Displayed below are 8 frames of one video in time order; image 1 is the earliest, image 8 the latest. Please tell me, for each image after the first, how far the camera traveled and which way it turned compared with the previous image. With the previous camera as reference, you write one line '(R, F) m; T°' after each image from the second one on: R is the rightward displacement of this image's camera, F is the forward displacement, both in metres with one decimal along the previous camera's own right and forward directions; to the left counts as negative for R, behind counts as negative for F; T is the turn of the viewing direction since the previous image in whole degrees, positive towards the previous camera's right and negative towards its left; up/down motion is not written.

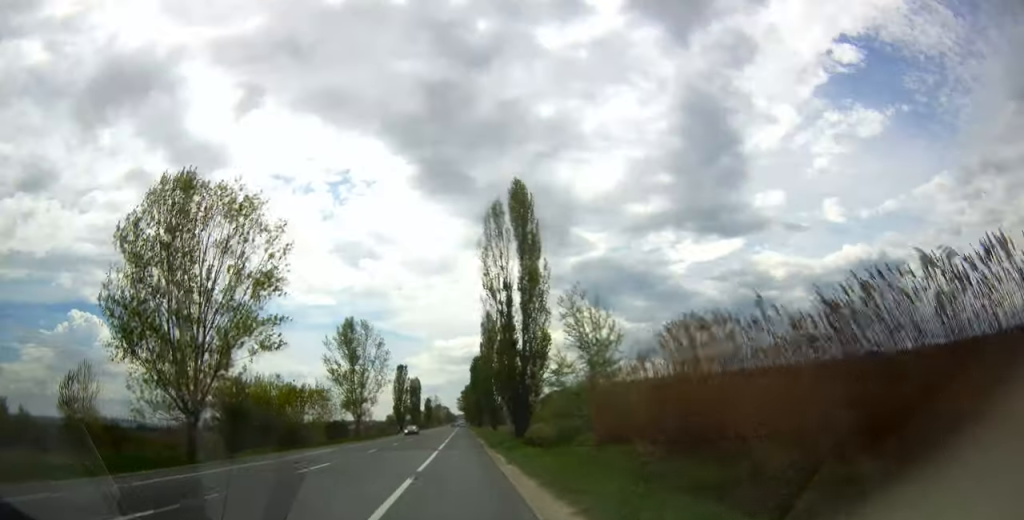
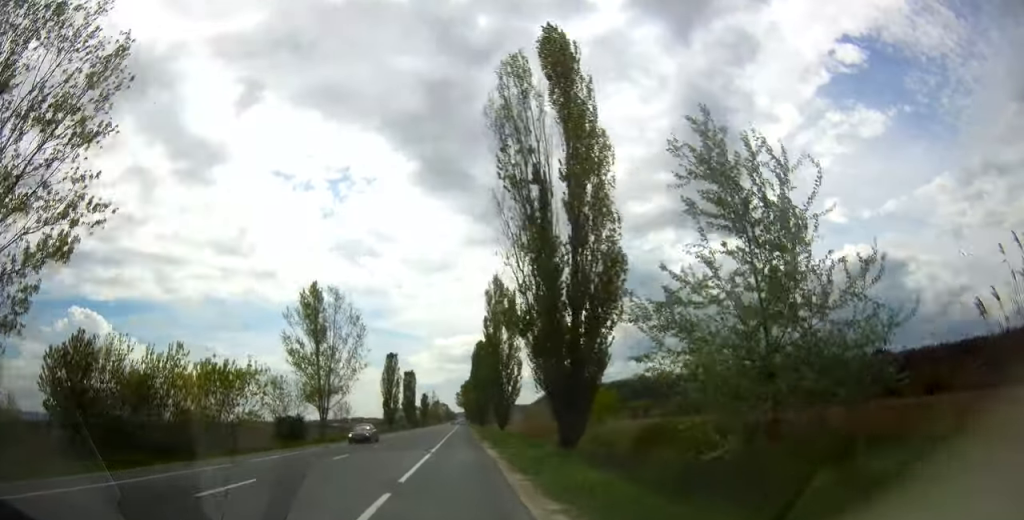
(+0.4, +18.2) m; +1°
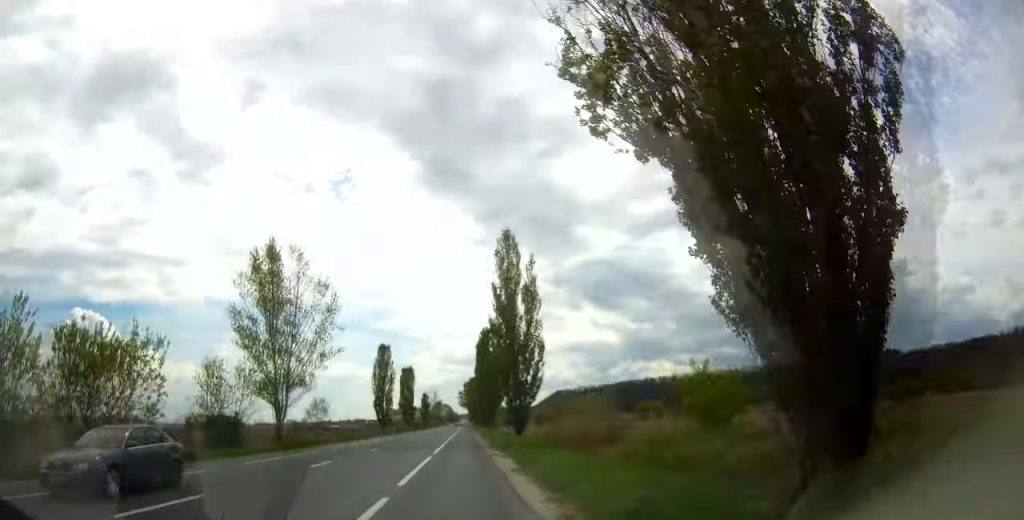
(-0.1, +14.2) m; 0°
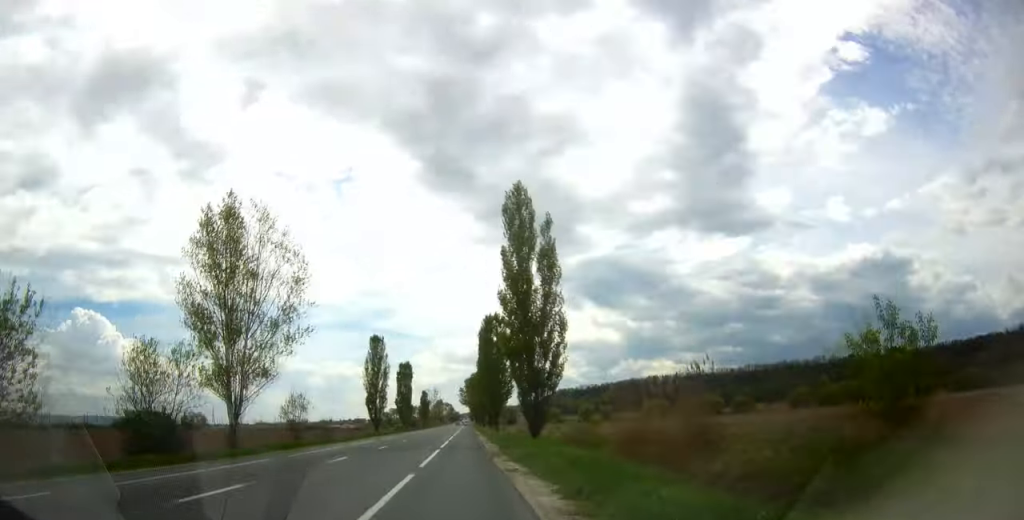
(0.0, +9.2) m; 0°
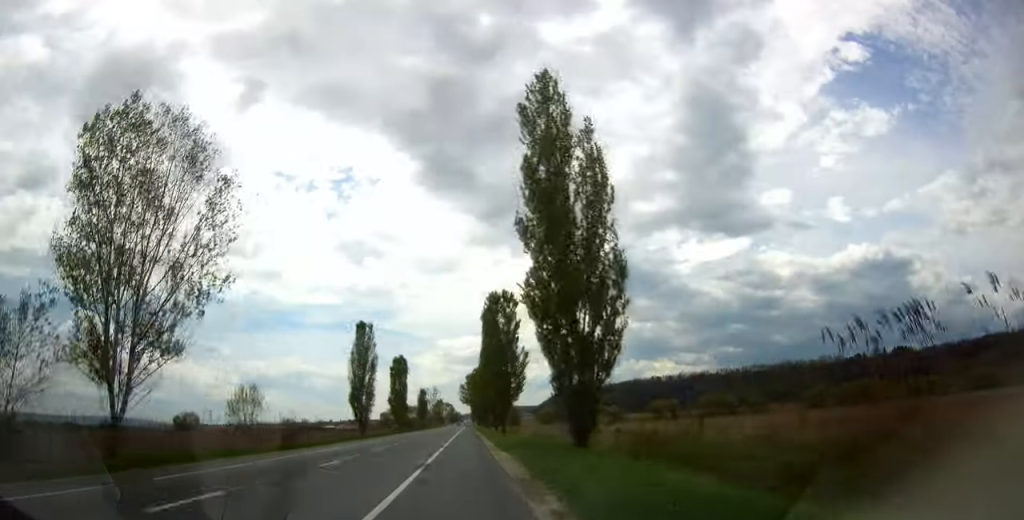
(0.0, +13.4) m; 0°
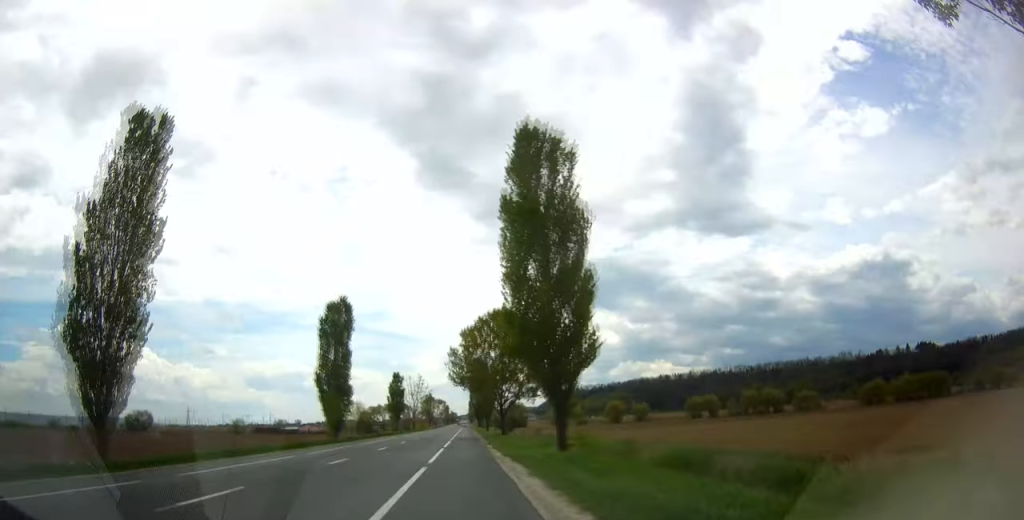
(-0.4, +58.4) m; 0°
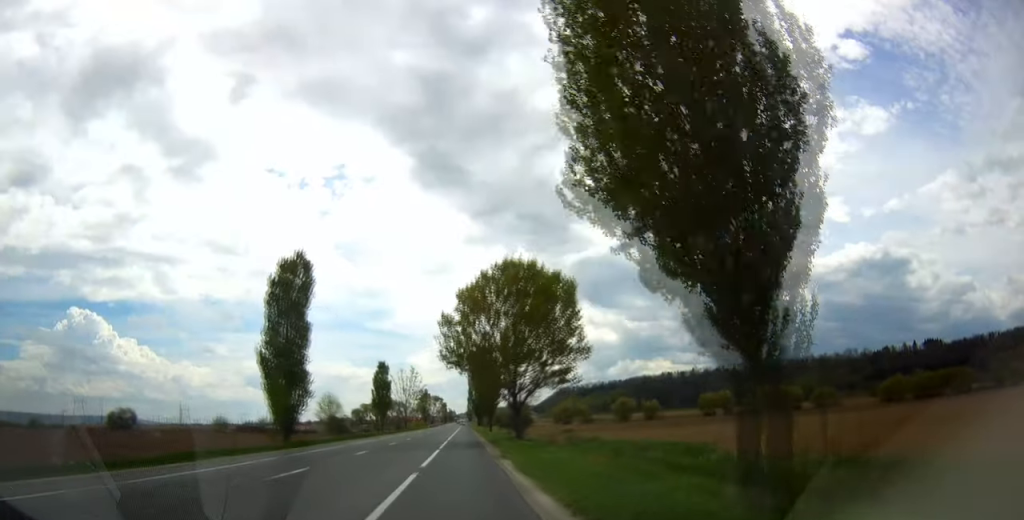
(+0.1, +17.5) m; 0°
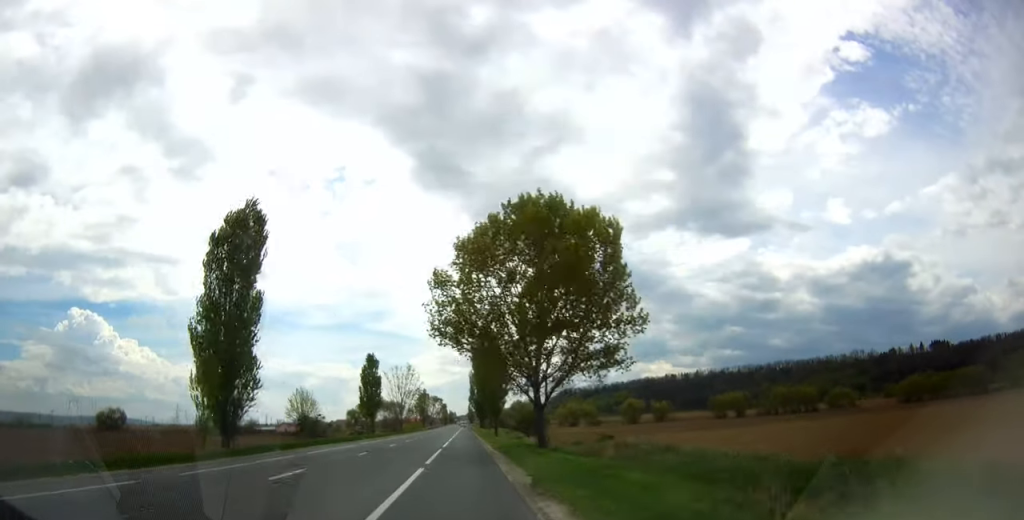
(0.0, +12.5) m; 0°
